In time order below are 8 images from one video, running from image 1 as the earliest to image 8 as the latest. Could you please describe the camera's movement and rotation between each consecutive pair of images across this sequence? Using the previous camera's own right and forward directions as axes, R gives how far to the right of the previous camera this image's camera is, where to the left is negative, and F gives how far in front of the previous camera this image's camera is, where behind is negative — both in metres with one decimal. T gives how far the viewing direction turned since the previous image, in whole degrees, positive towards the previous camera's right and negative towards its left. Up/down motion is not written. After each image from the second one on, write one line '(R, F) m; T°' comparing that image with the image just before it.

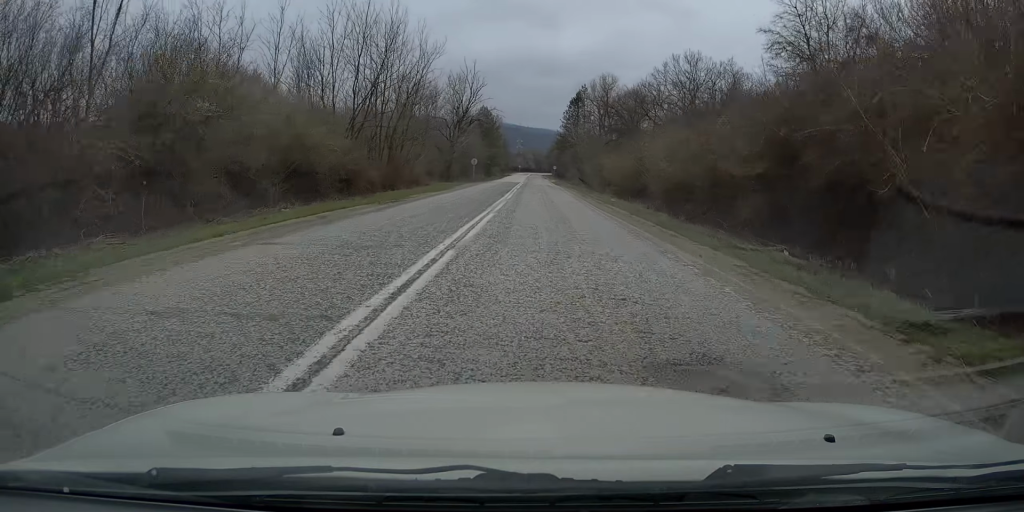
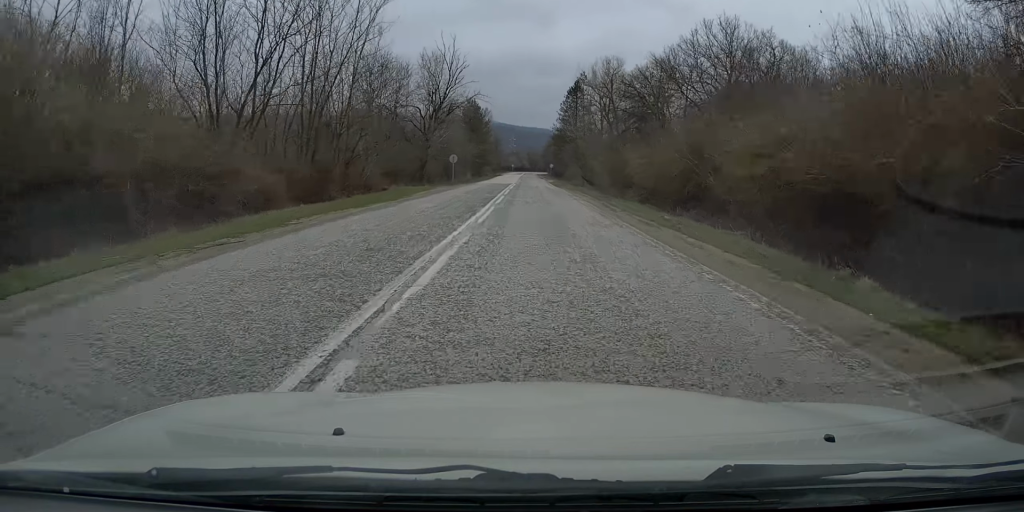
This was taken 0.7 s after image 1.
(-0.1, +14.8) m; -1°
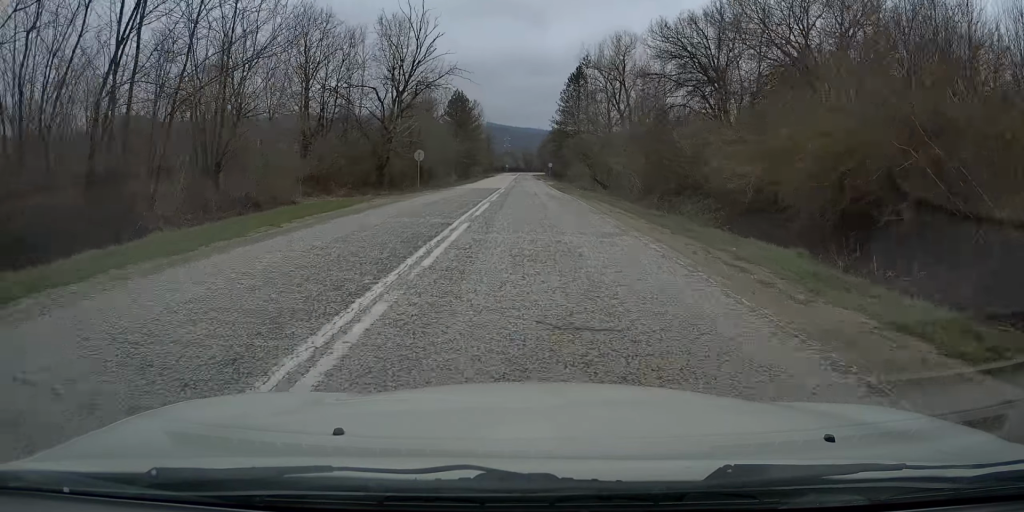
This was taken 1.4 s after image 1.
(-0.2, +16.3) m; 0°
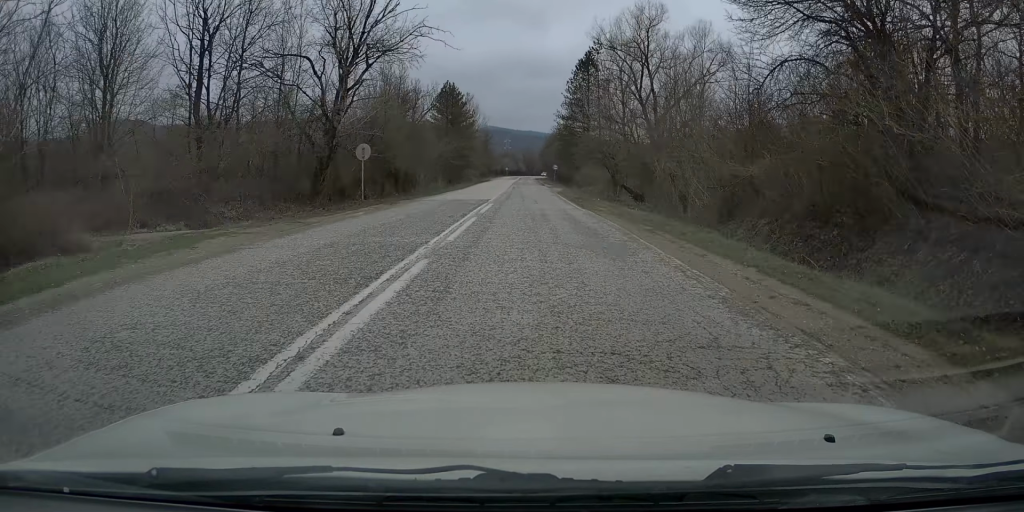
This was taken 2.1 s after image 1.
(+0.2, +14.7) m; +1°
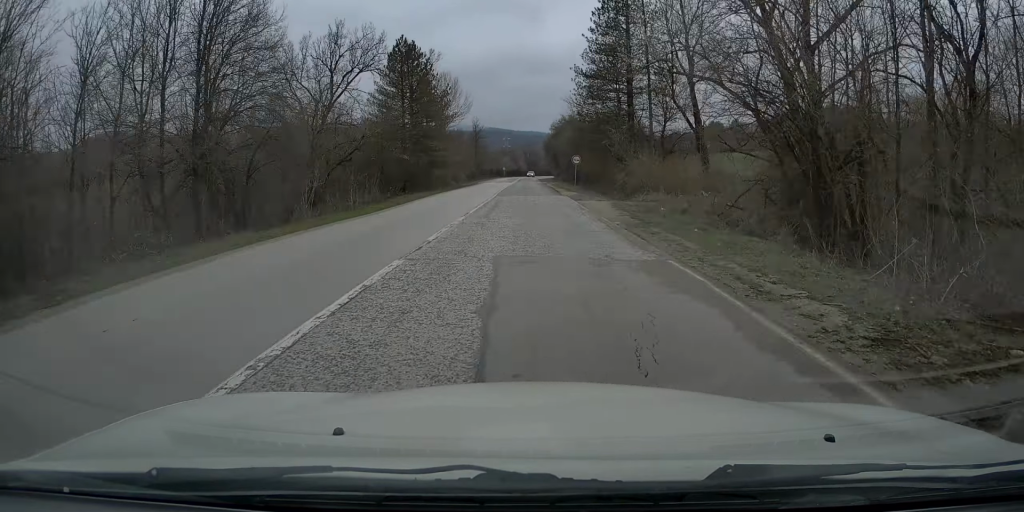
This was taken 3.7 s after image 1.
(+0.2, +35.0) m; 0°
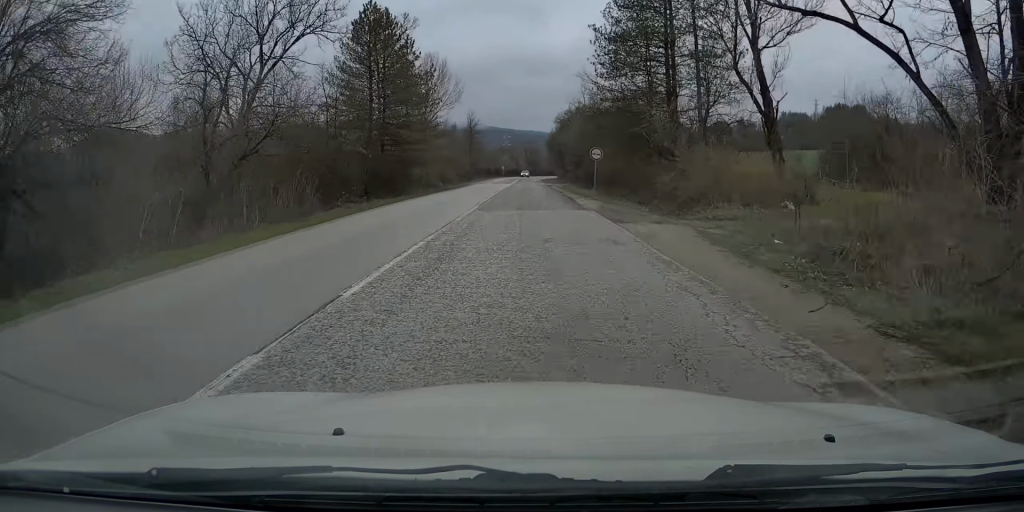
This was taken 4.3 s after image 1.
(-0.1, +13.7) m; 0°
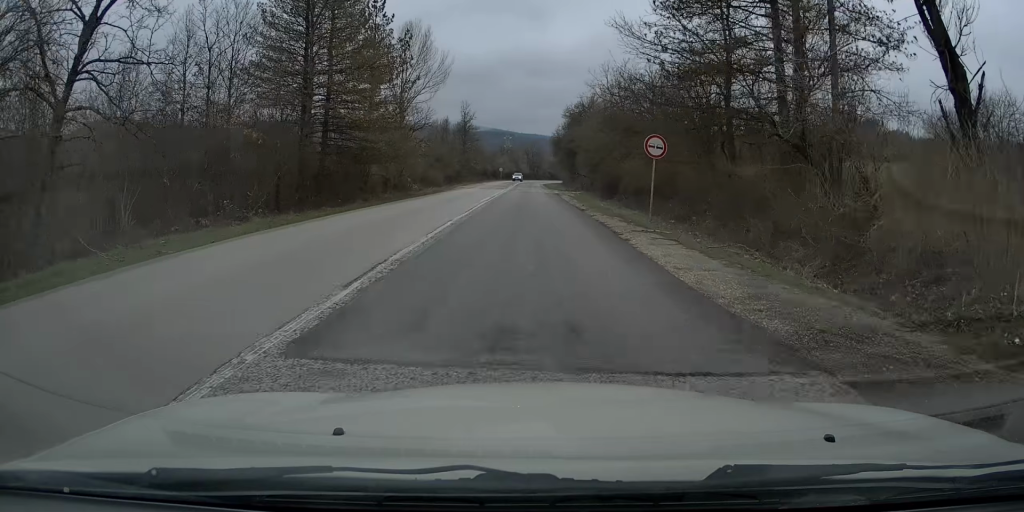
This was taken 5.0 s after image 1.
(+0.1, +15.8) m; 0°
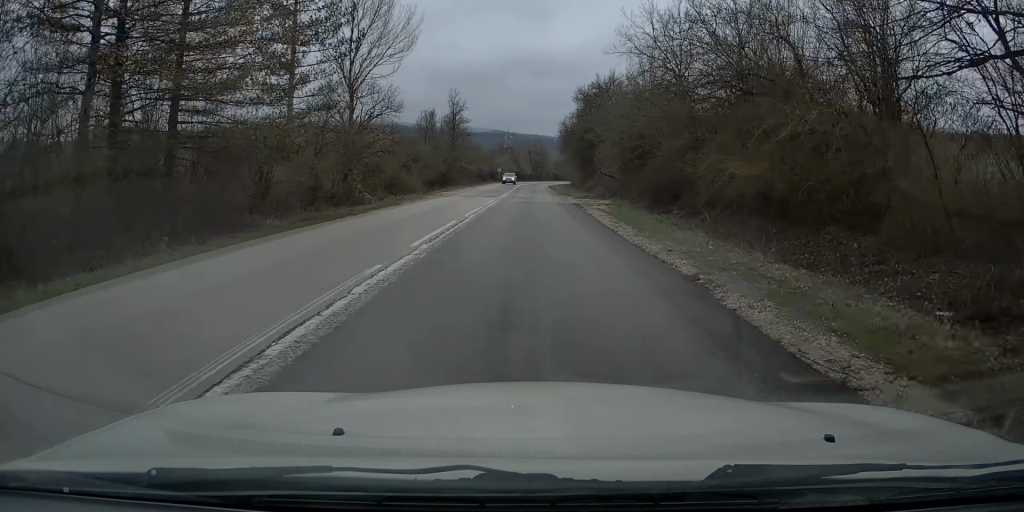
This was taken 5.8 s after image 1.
(+0.1, +17.2) m; 0°
